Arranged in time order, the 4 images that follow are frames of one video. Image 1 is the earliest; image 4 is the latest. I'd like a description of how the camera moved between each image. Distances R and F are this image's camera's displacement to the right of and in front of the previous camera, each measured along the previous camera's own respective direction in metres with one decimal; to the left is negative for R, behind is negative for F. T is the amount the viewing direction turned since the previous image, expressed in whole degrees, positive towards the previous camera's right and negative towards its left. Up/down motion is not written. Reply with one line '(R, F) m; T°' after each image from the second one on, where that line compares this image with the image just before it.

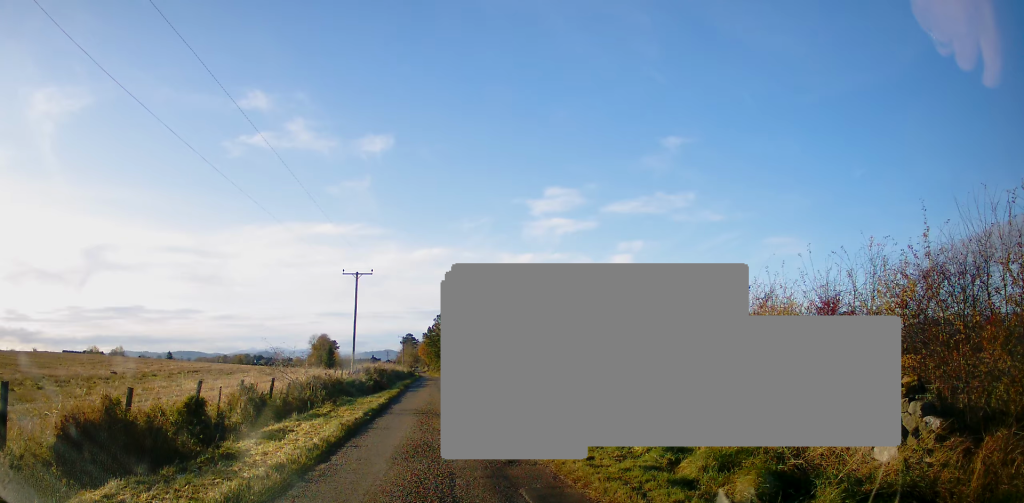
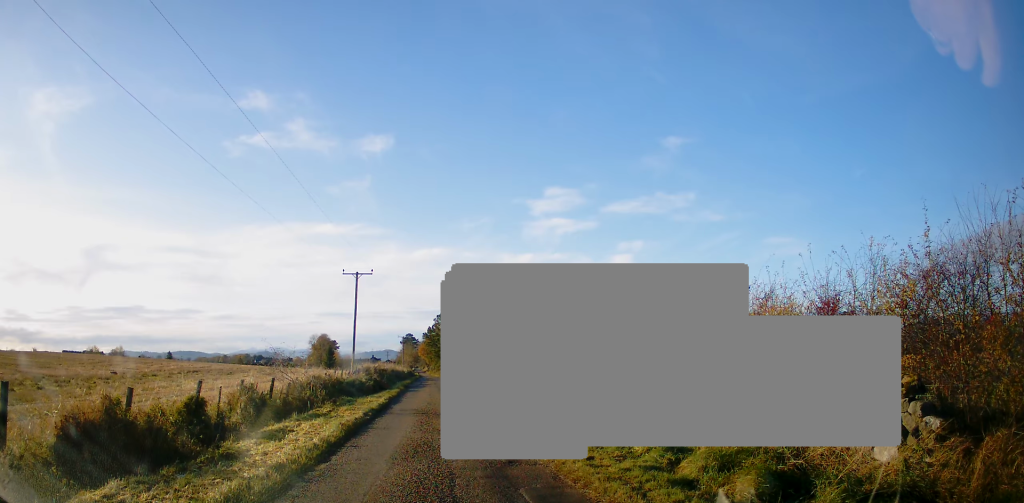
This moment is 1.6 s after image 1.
(0.0, 0.0) m; 0°
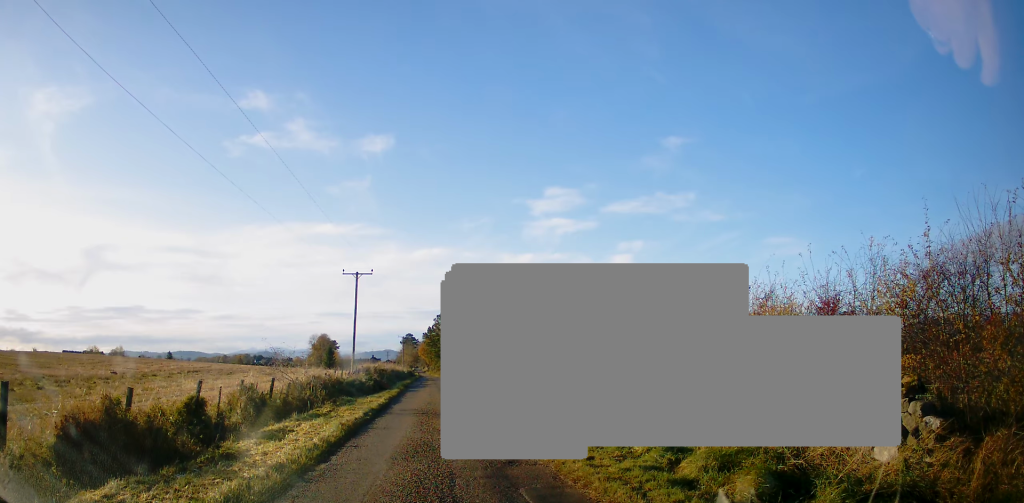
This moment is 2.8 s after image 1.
(0.0, 0.0) m; 0°
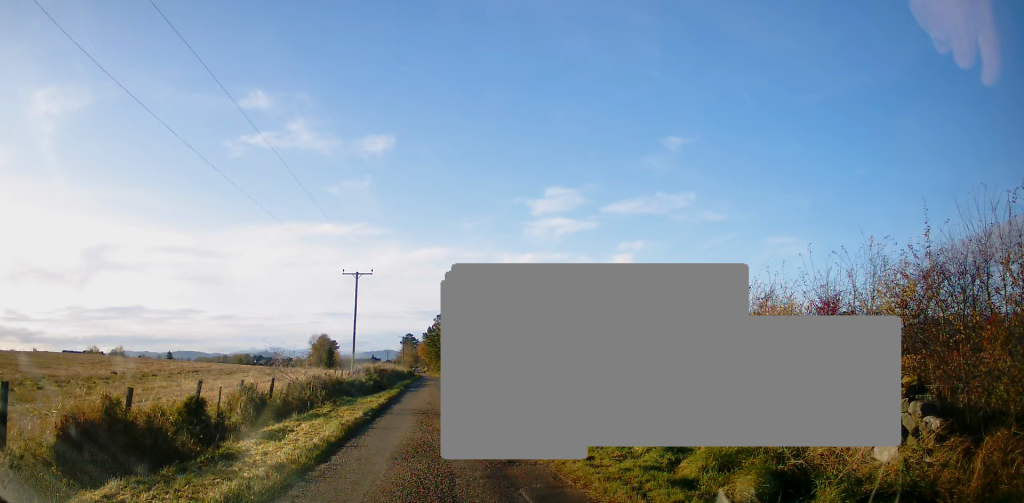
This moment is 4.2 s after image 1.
(0.0, 0.0) m; 0°
